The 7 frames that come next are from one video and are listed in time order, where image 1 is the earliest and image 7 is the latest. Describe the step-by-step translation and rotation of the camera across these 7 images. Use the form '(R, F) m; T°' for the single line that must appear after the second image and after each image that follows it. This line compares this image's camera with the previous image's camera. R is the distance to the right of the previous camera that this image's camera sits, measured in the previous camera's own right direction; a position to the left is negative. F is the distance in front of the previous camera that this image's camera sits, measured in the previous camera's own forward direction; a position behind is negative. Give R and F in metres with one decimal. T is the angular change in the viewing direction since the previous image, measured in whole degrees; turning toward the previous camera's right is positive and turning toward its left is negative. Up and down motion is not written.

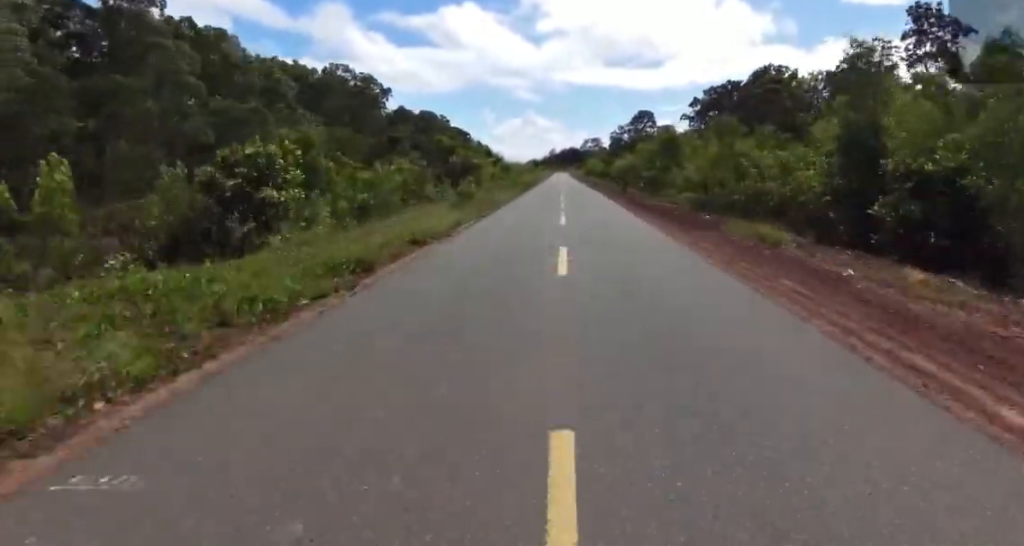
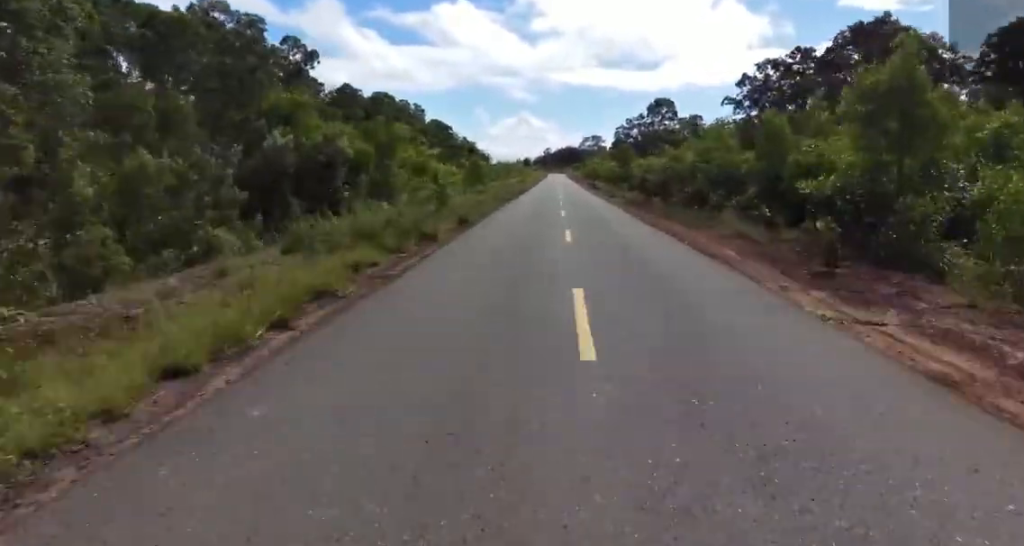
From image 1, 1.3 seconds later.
(-0.4, +37.9) m; -2°
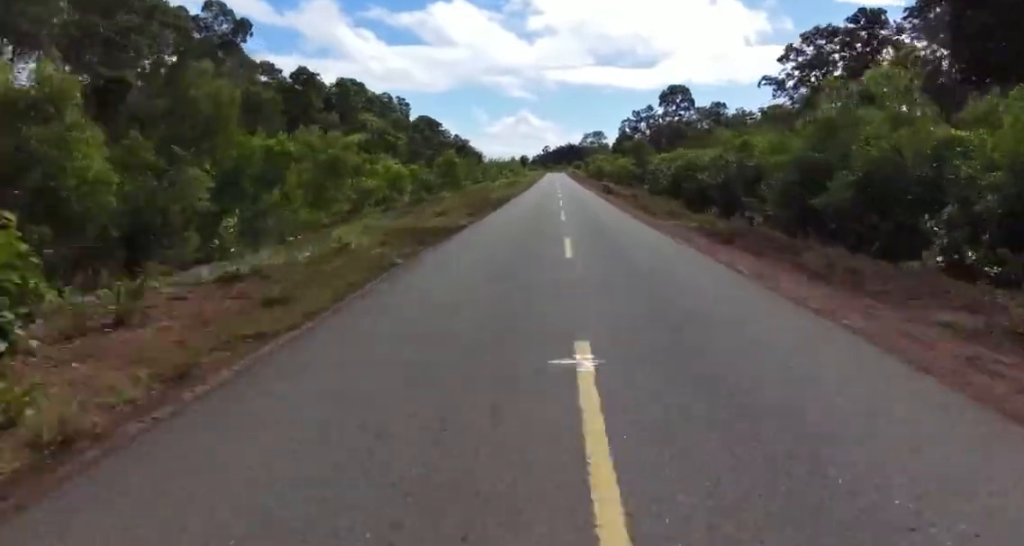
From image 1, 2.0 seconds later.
(-0.3, +18.9) m; -1°
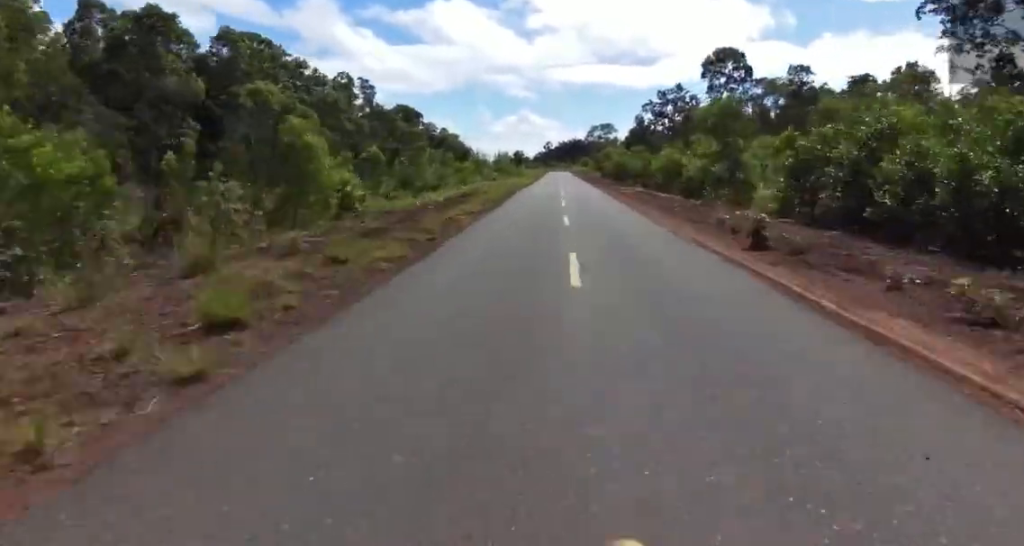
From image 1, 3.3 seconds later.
(+0.4, +35.7) m; +2°
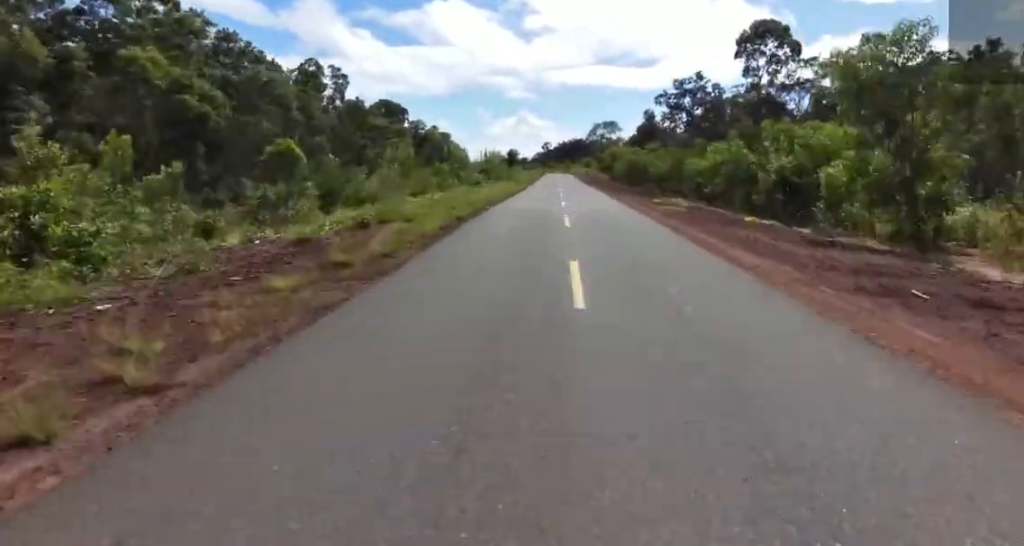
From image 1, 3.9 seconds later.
(+0.3, +17.9) m; +1°
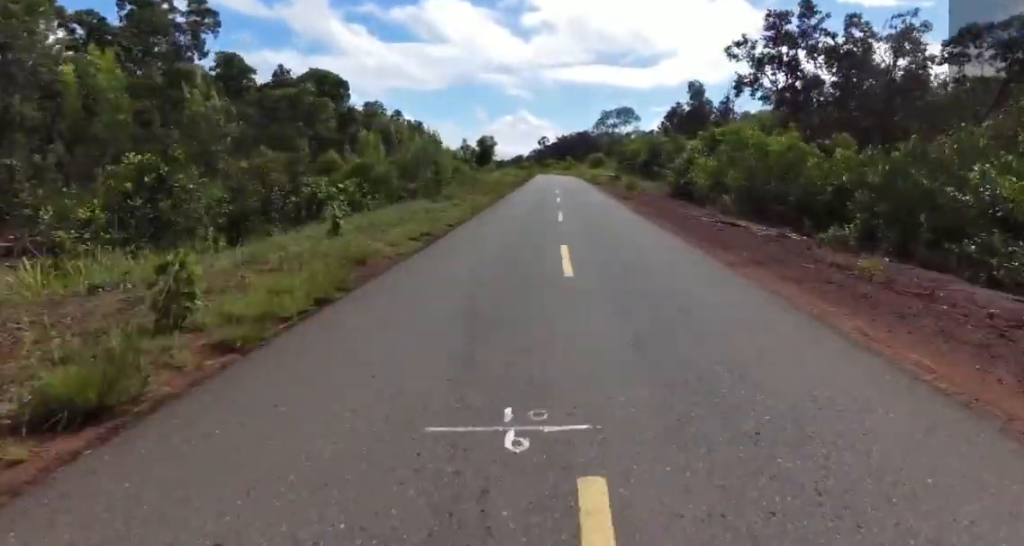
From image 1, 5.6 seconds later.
(-0.8, +47.5) m; 0°
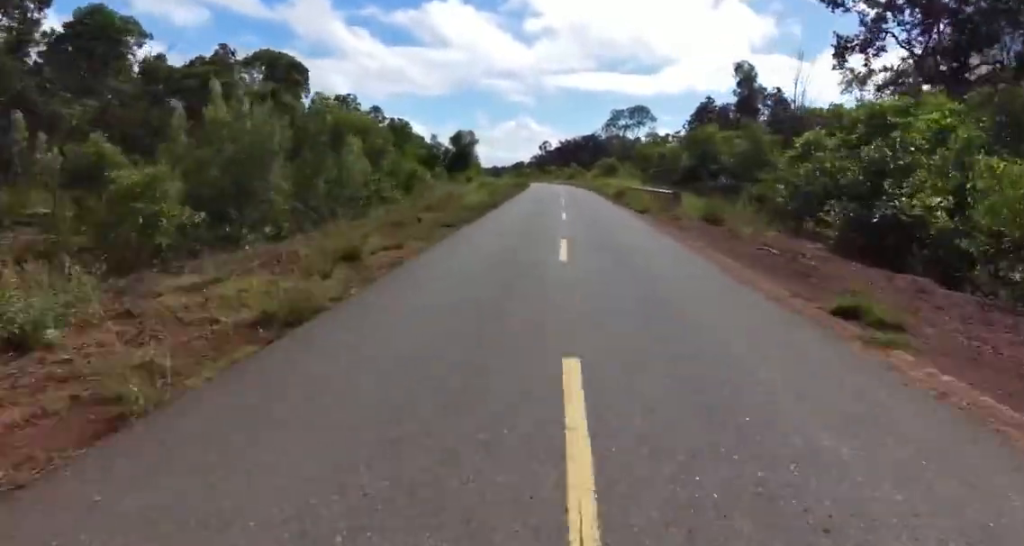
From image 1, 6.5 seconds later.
(+0.5, +22.9) m; +1°
